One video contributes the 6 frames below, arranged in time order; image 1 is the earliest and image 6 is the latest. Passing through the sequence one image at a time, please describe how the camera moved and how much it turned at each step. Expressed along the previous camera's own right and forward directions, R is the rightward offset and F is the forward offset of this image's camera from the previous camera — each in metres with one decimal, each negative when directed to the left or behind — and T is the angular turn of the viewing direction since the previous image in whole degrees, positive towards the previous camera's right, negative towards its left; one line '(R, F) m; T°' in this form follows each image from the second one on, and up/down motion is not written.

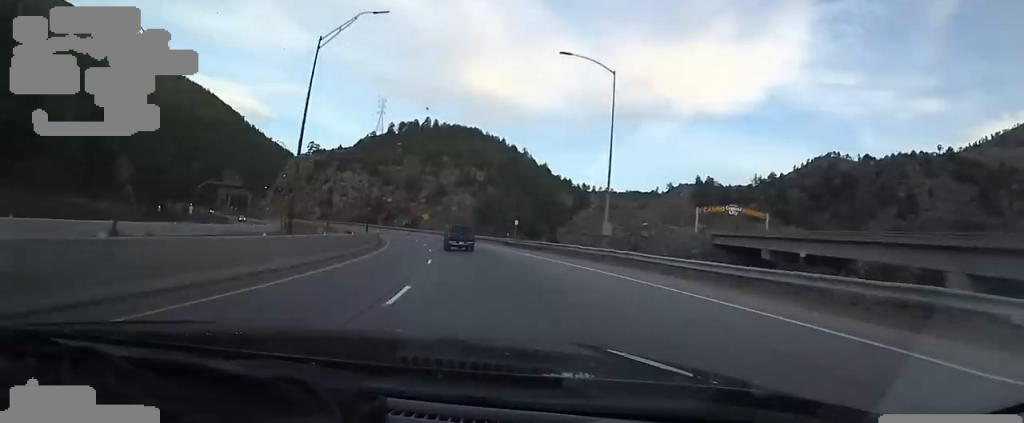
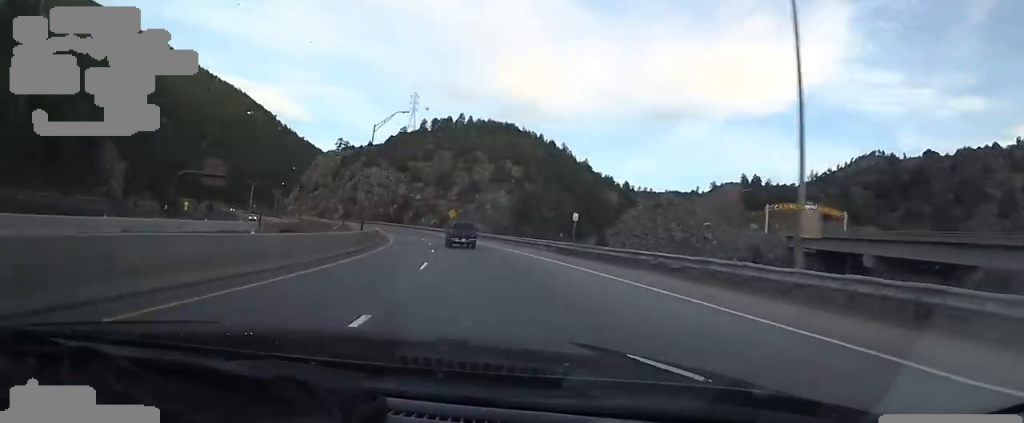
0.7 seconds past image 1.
(-0.8, +16.9) m; -2°
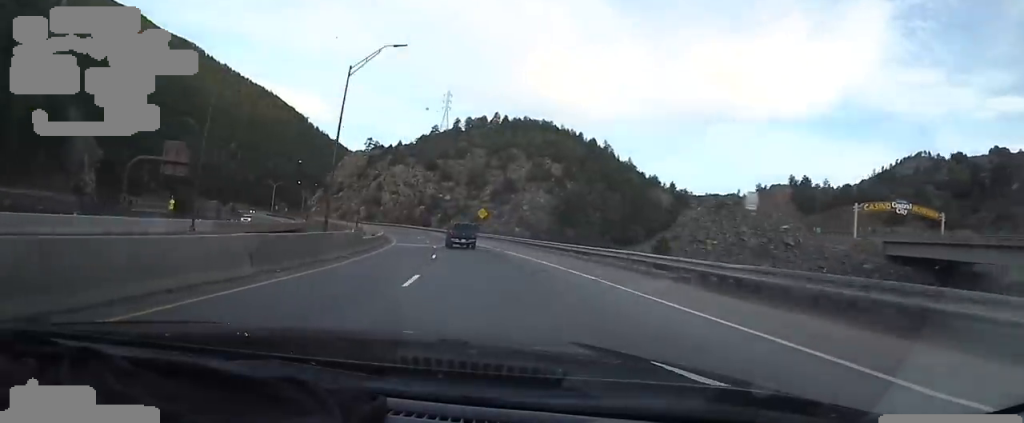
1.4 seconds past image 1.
(-0.2, +17.5) m; -5°
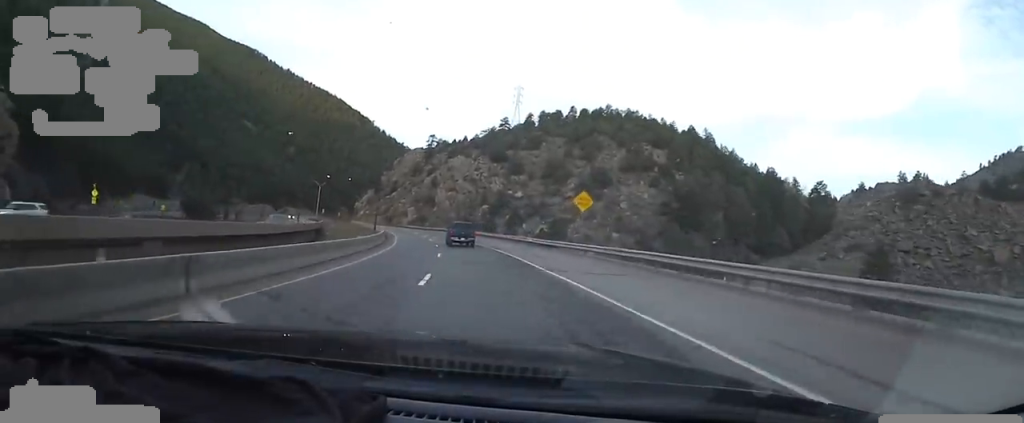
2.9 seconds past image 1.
(-4.0, +36.7) m; -12°
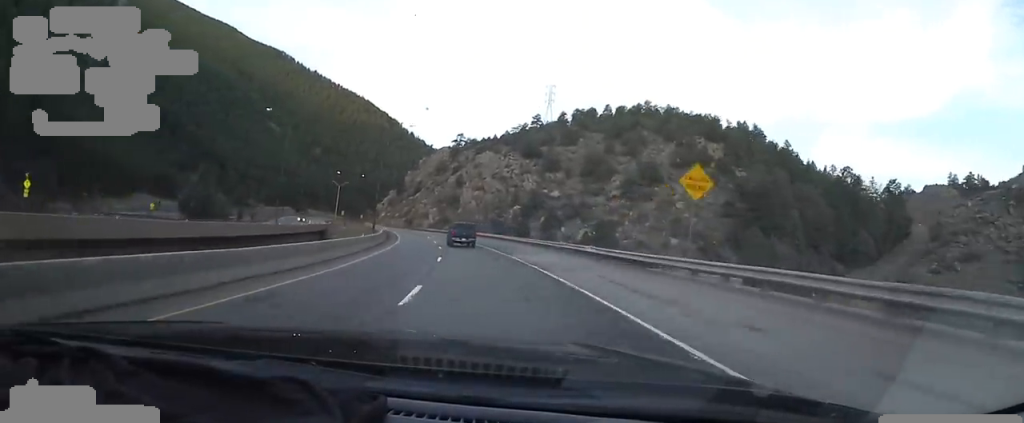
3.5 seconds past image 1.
(-0.3, +15.5) m; -3°
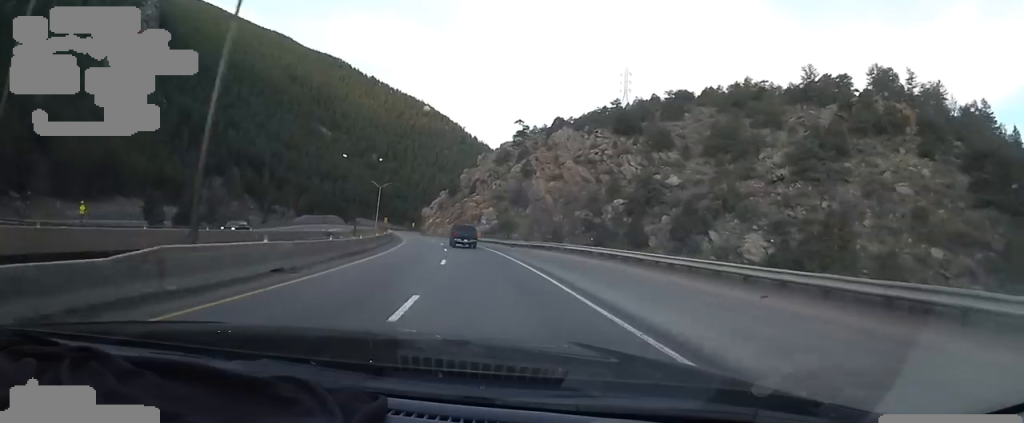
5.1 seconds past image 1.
(-3.1, +39.3) m; -9°
